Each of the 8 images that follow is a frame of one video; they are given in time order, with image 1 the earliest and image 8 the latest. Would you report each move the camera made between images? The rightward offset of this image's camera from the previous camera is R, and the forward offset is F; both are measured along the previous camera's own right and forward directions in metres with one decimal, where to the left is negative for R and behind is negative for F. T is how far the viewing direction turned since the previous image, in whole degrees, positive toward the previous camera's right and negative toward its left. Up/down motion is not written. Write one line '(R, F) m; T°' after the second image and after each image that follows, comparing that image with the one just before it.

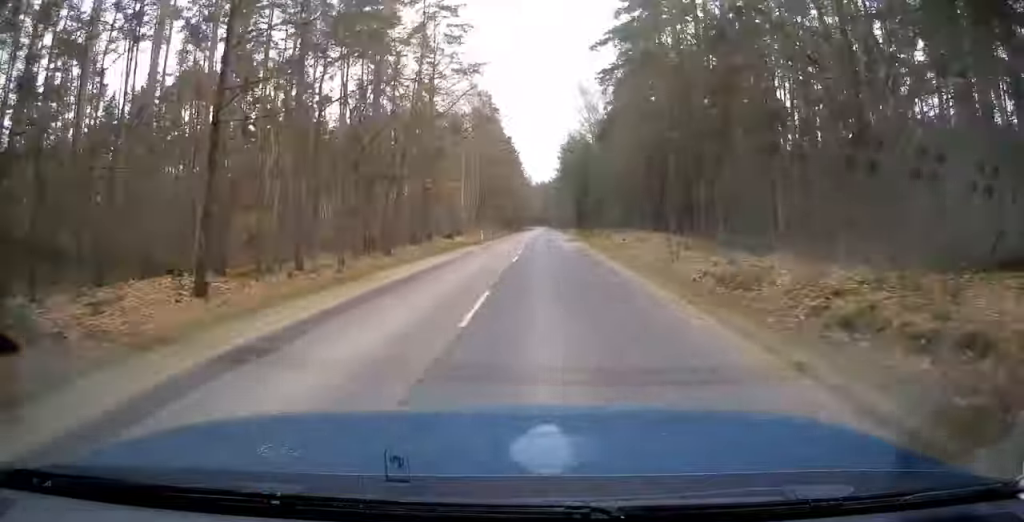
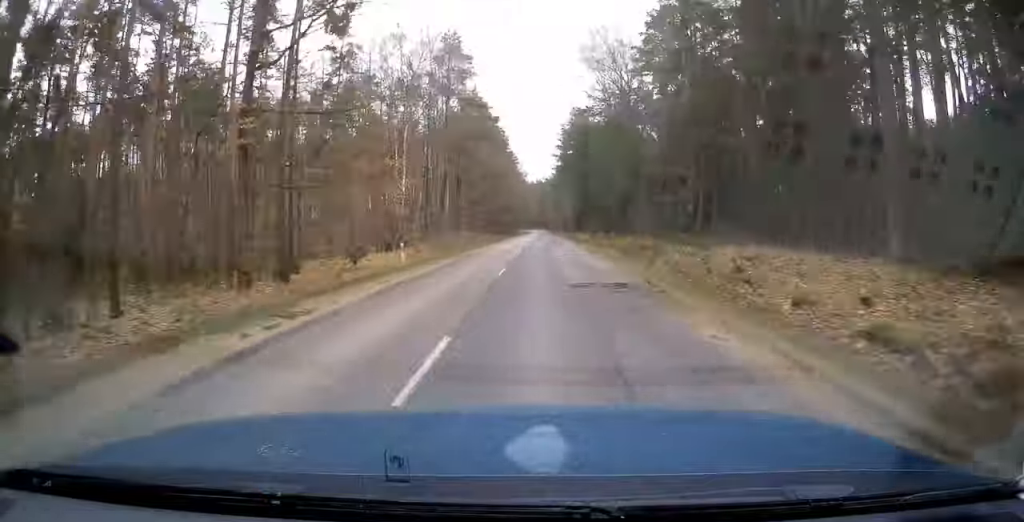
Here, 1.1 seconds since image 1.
(0.0, +30.2) m; 0°
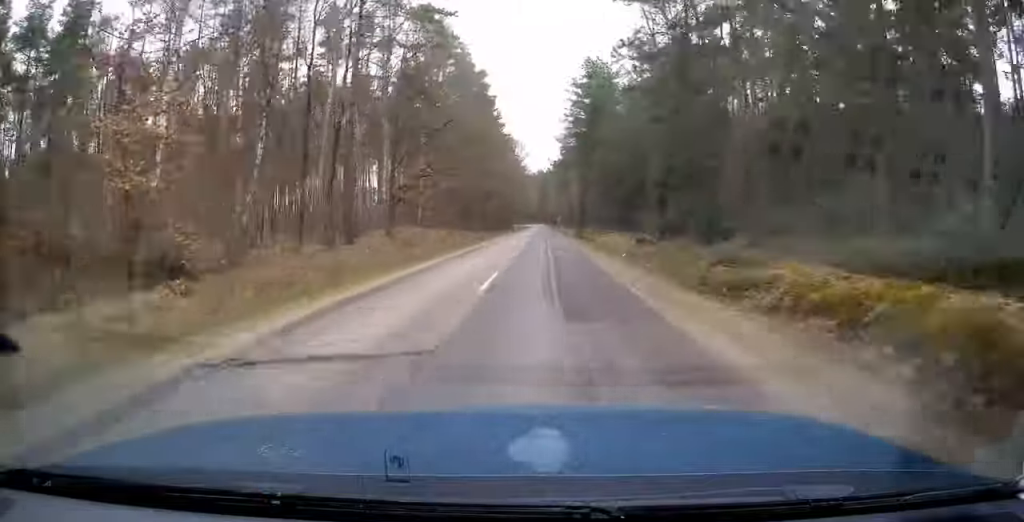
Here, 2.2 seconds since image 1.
(0.0, +30.1) m; 0°
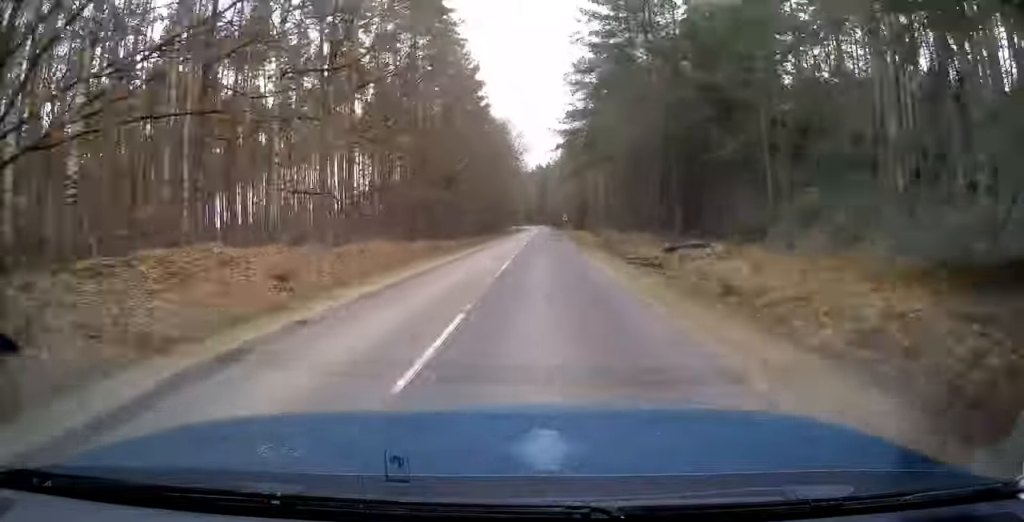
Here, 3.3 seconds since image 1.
(0.0, +31.4) m; 0°
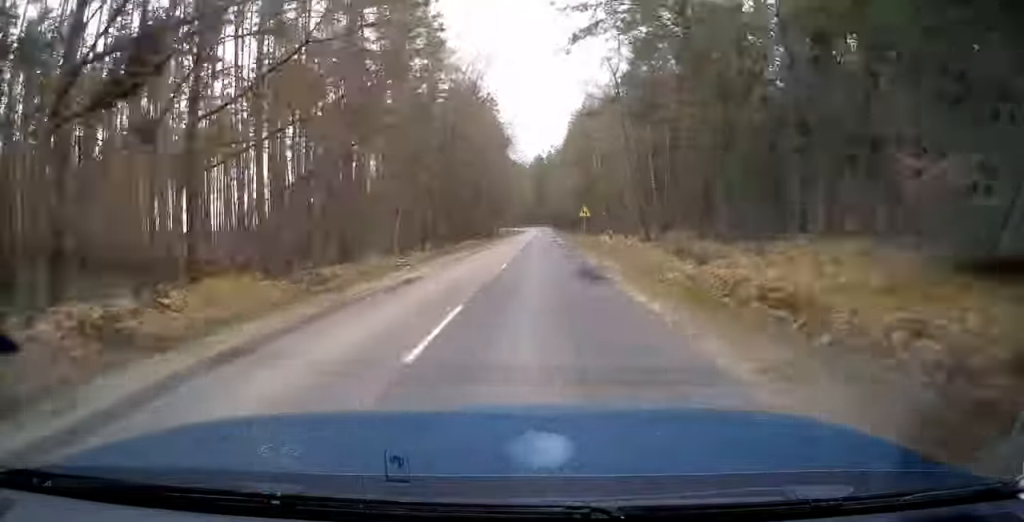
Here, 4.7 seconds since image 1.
(0.0, +38.7) m; 0°
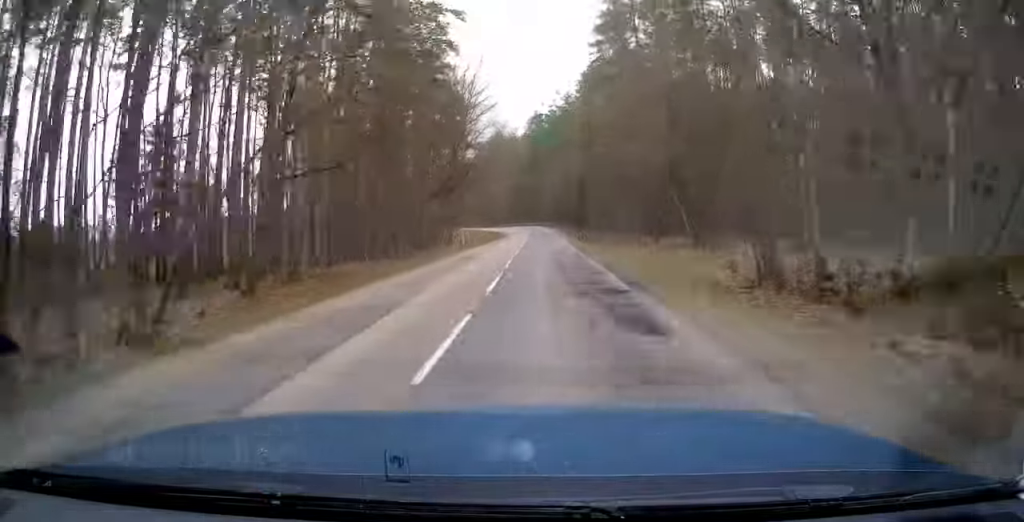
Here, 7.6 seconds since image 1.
(+0.7, +81.0) m; 0°
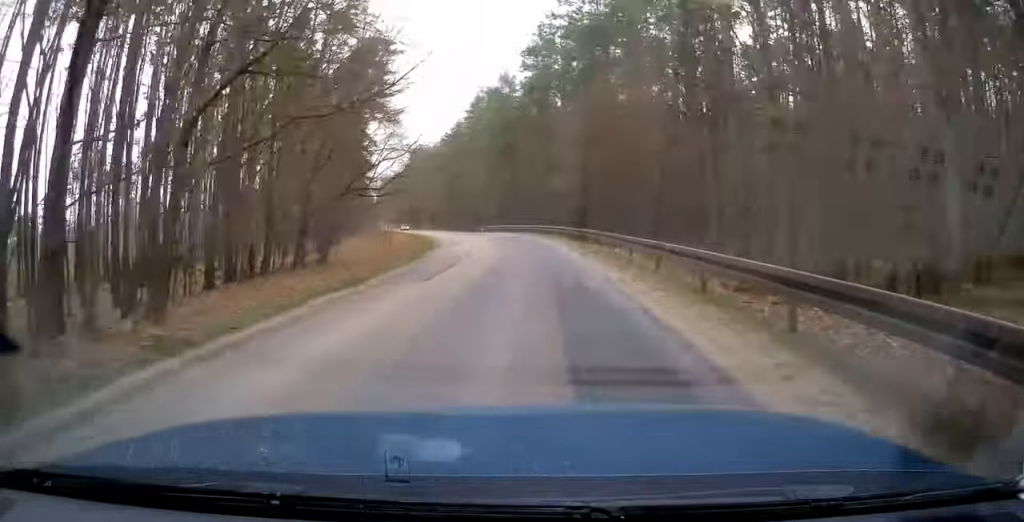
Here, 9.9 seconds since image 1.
(-0.4, +63.7) m; -5°
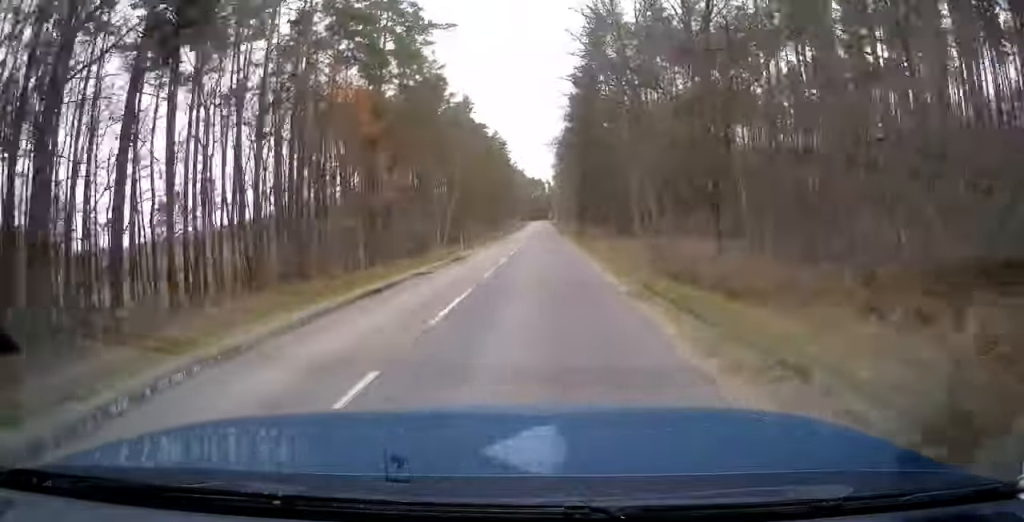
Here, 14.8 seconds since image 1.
(-20.3, +133.4) m; -14°
